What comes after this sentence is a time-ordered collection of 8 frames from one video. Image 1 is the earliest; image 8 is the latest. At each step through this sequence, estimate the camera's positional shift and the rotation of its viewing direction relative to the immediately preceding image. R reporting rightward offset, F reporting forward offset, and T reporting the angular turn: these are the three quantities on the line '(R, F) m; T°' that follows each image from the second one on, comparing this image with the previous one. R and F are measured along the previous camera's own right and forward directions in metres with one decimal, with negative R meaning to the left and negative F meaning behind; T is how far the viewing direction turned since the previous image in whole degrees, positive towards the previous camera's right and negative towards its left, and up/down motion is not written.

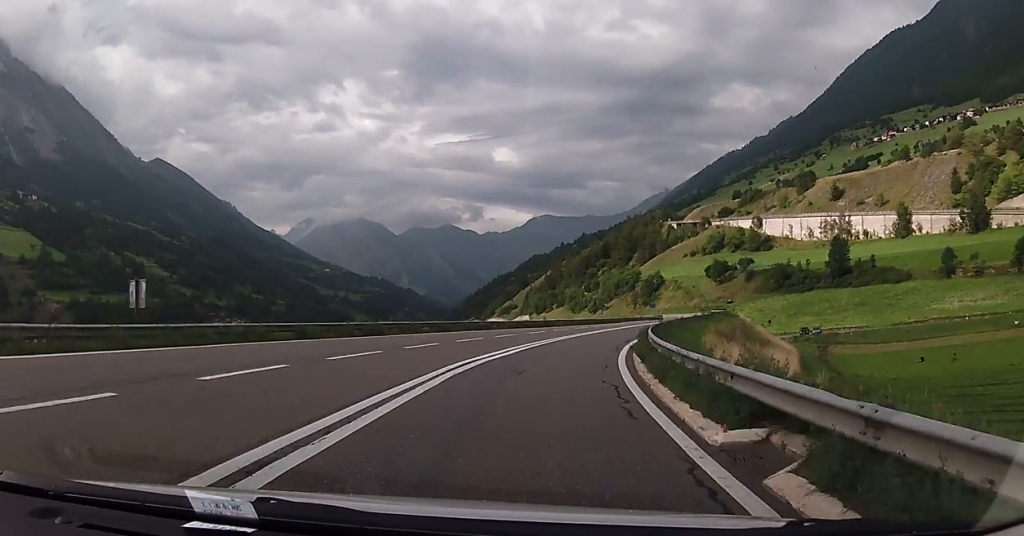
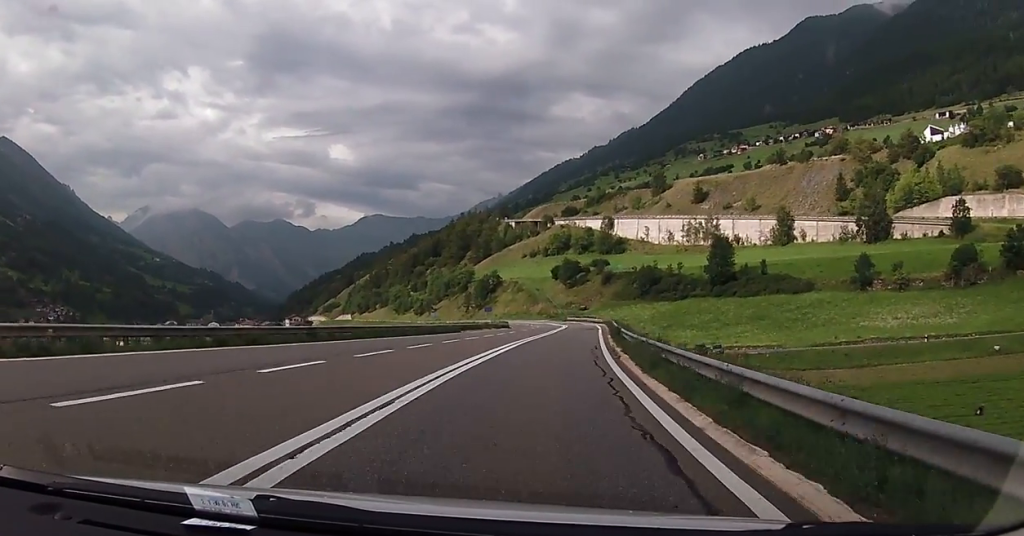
(+4.9, +30.6) m; +16°
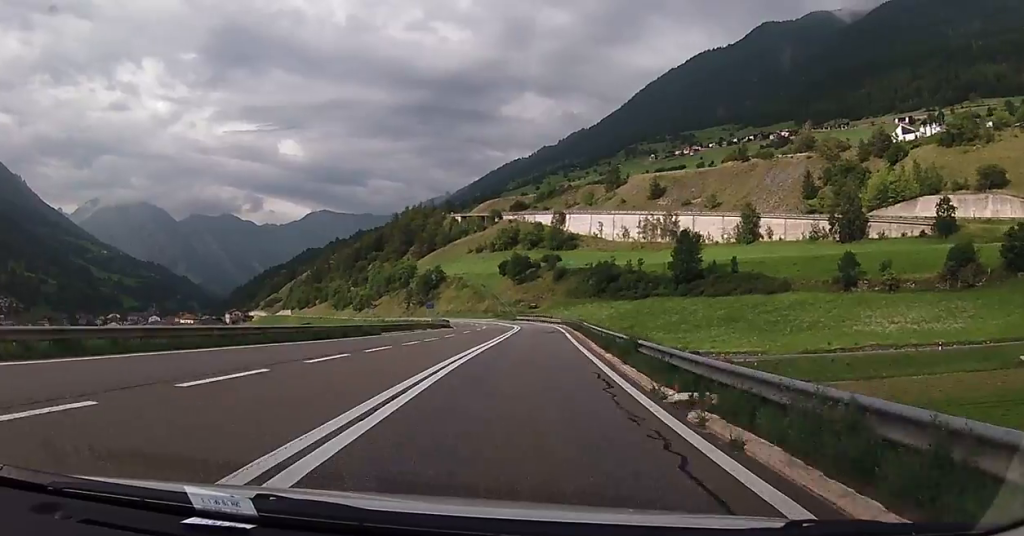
(+0.8, +14.8) m; +5°
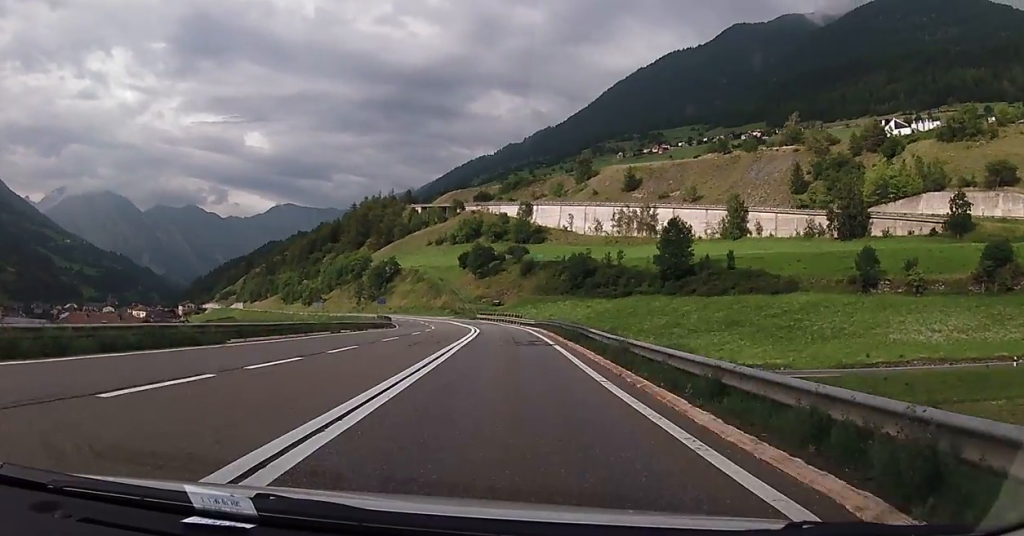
(+0.9, +20.6) m; +4°
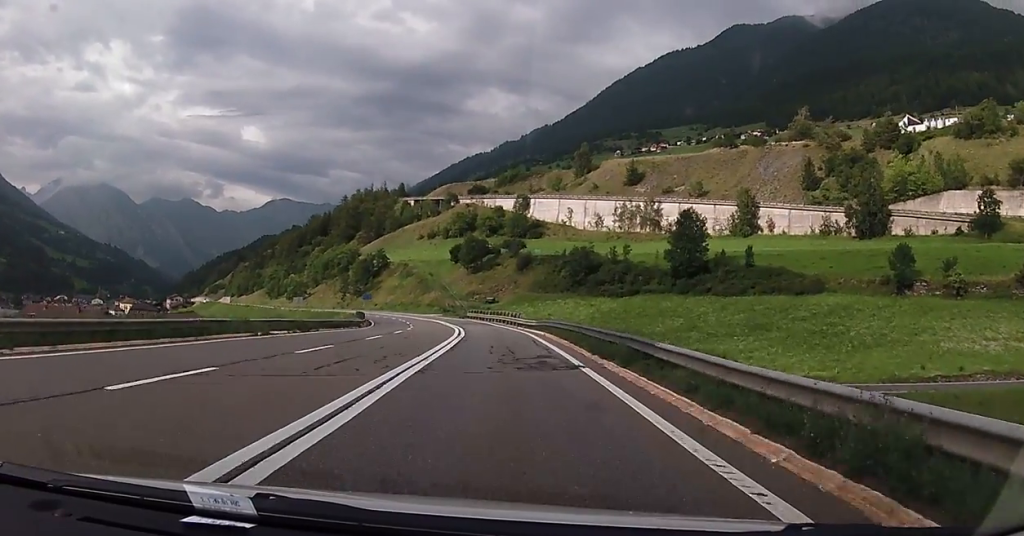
(+0.3, +13.0) m; +1°
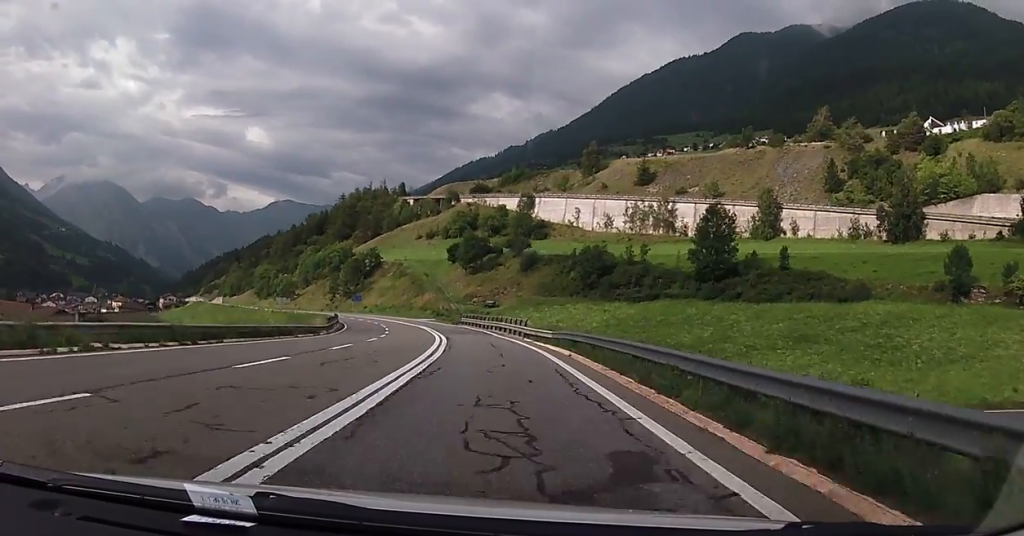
(0.0, +13.3) m; 0°
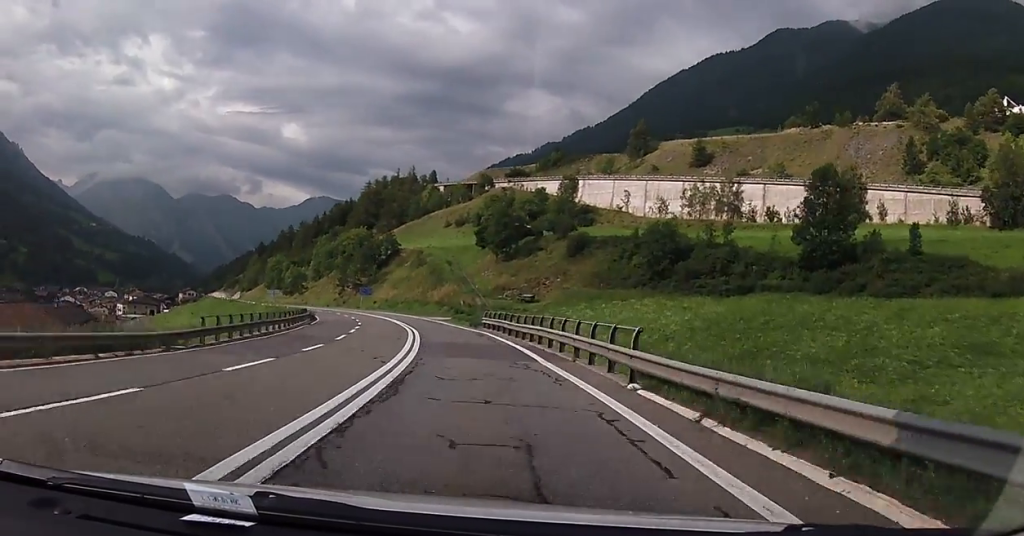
(-0.3, +24.8) m; -3°
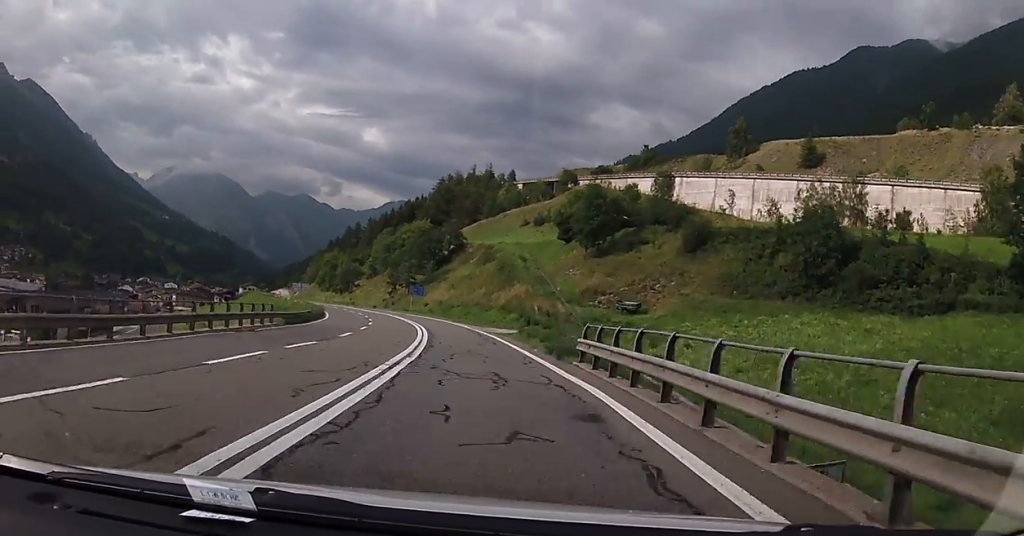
(-1.0, +25.0) m; -5°
